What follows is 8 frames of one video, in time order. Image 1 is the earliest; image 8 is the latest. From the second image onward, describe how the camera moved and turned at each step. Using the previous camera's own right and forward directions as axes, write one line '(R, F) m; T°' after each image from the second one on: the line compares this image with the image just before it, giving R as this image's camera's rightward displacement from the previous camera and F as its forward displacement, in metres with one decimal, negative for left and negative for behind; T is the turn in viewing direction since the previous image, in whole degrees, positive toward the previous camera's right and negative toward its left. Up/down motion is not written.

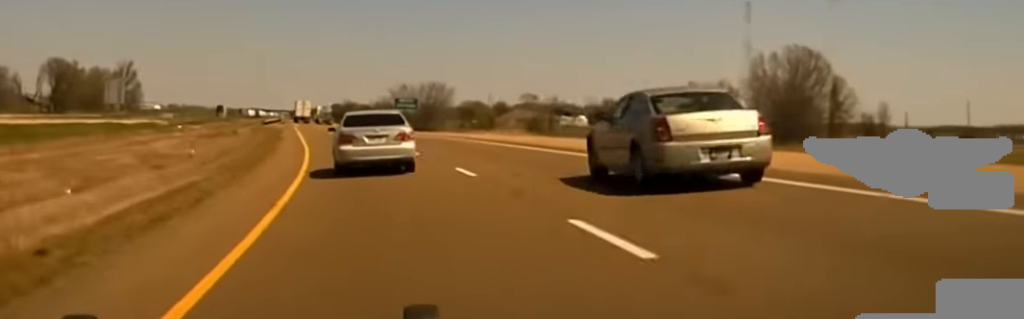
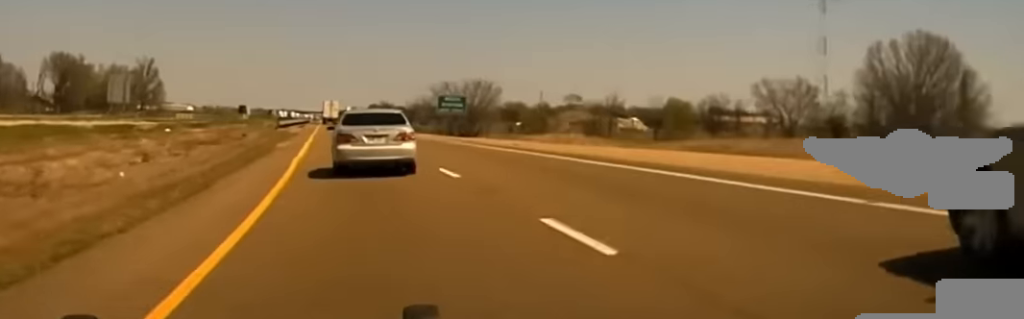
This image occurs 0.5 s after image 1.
(-0.3, +26.1) m; -2°
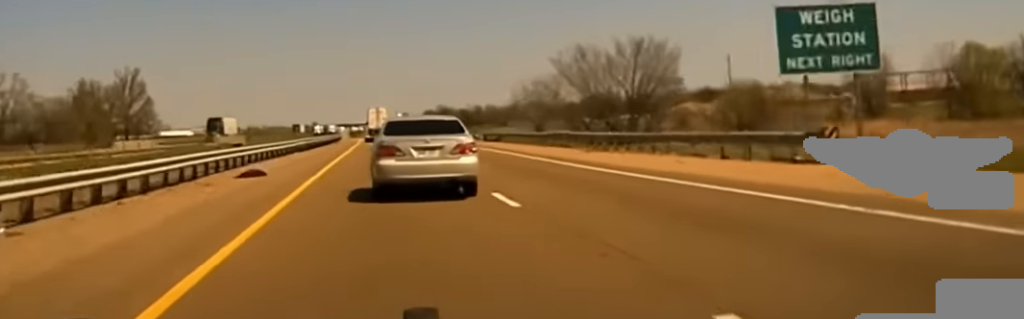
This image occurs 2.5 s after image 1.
(-2.8, +103.0) m; -2°
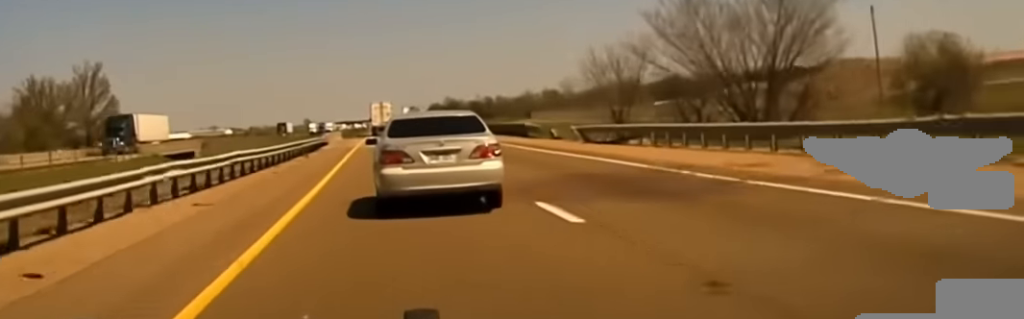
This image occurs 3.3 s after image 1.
(+0.1, +38.4) m; 0°
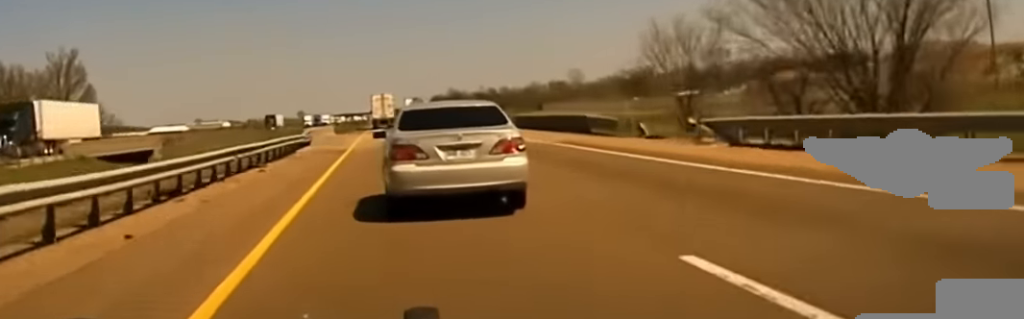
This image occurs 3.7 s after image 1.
(0.0, +19.4) m; 0°
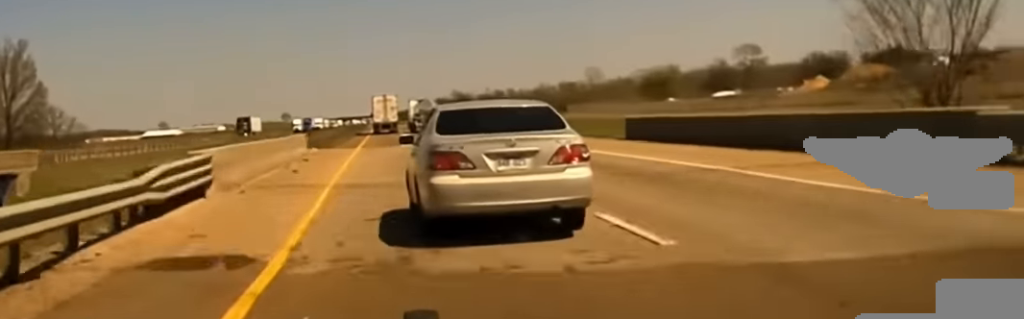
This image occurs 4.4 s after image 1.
(0.0, +31.6) m; 0°
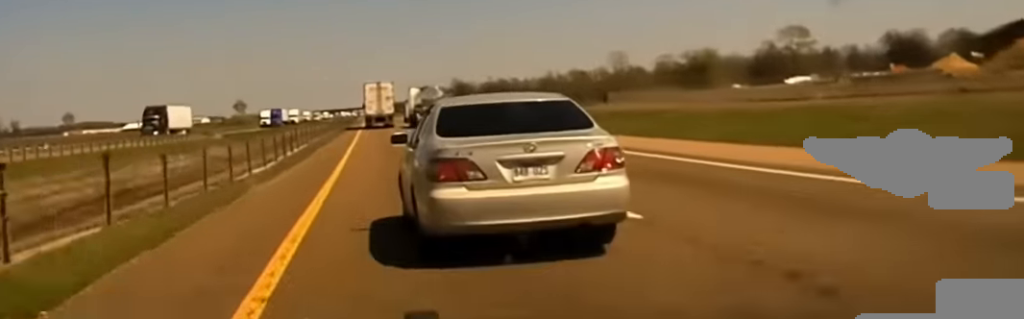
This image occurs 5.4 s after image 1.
(+0.2, +40.6) m; +1°
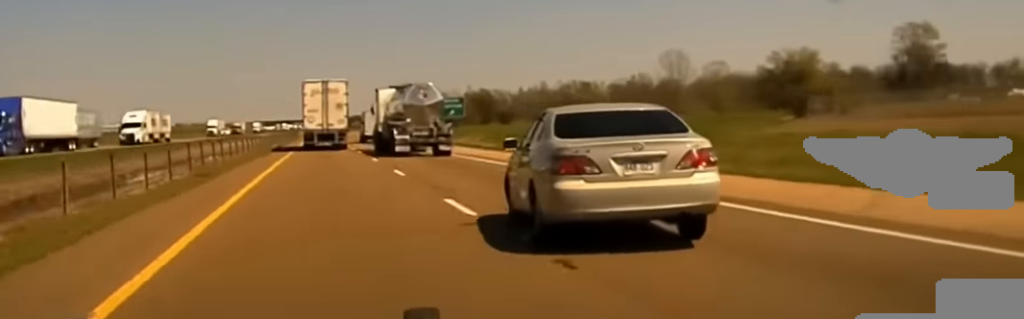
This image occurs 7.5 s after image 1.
(+2.0, +87.5) m; +3°
